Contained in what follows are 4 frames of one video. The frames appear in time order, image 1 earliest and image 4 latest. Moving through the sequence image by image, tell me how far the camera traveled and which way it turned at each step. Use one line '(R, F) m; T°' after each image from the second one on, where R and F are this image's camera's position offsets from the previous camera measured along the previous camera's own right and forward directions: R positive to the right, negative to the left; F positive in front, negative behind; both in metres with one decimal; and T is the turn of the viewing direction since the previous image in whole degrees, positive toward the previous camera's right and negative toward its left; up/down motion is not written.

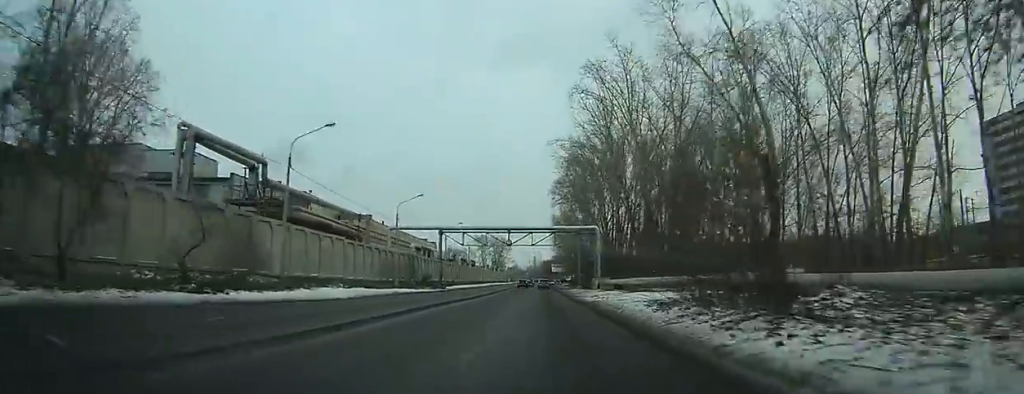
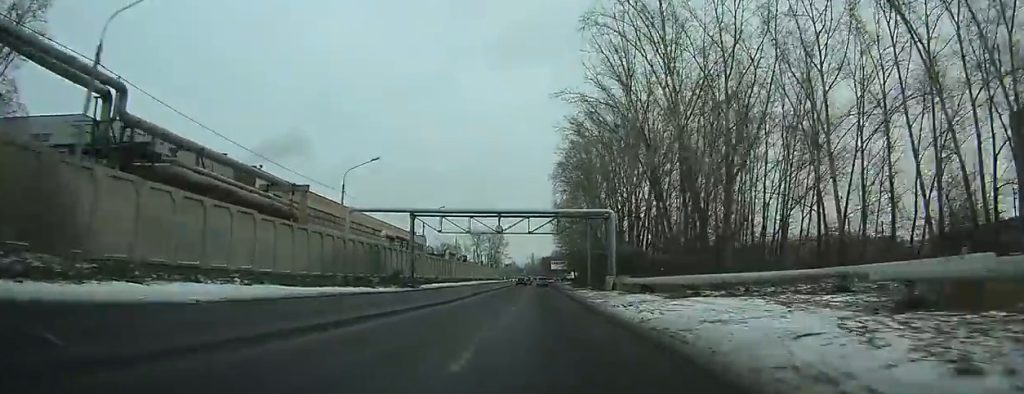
(-0.2, +17.3) m; -1°
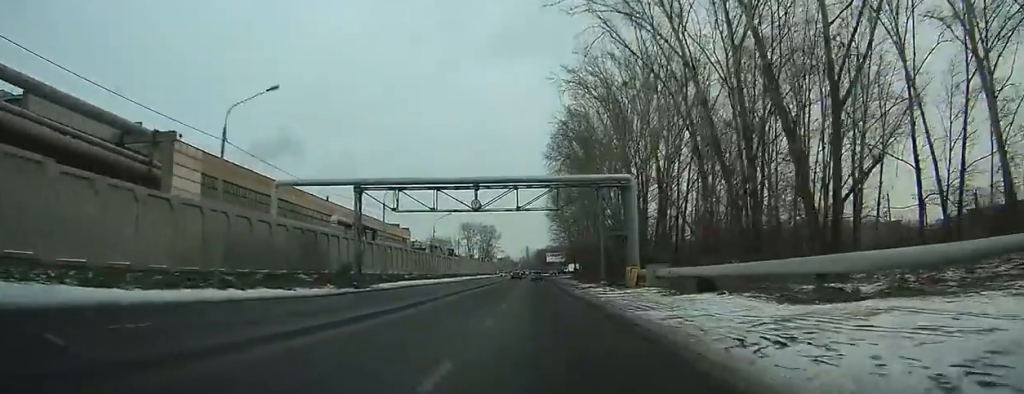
(0.0, +17.3) m; 0°
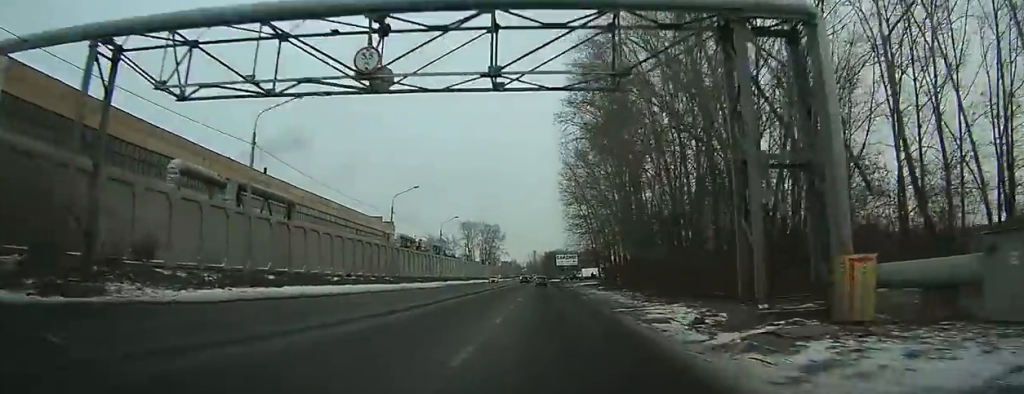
(-0.2, +30.1) m; 0°
